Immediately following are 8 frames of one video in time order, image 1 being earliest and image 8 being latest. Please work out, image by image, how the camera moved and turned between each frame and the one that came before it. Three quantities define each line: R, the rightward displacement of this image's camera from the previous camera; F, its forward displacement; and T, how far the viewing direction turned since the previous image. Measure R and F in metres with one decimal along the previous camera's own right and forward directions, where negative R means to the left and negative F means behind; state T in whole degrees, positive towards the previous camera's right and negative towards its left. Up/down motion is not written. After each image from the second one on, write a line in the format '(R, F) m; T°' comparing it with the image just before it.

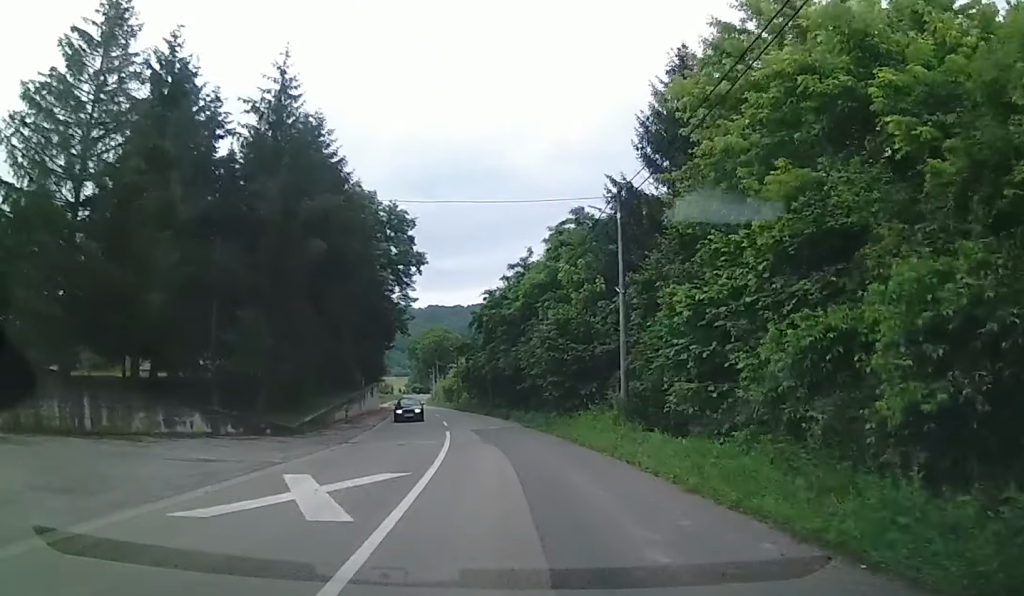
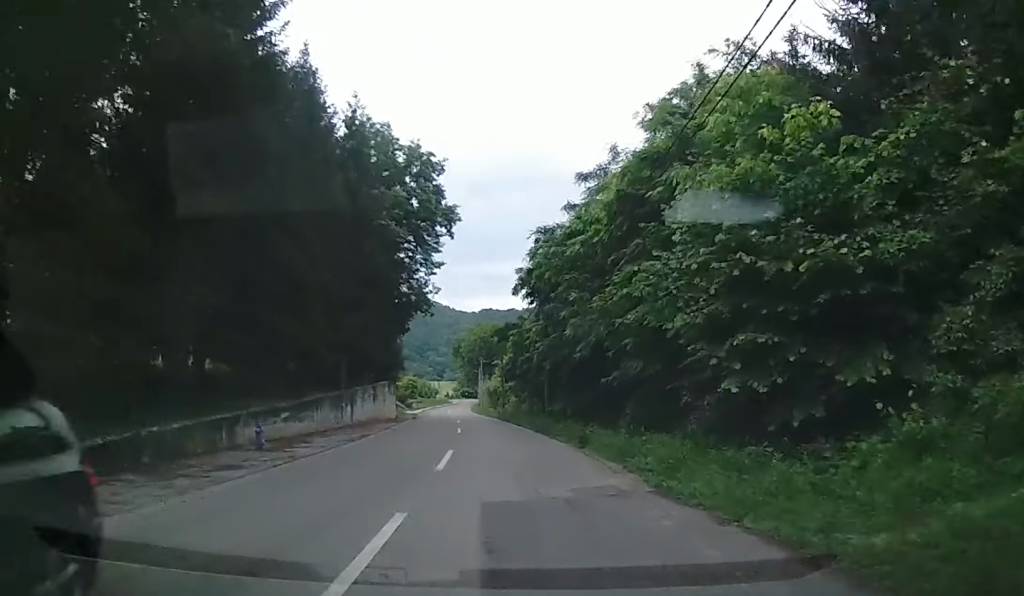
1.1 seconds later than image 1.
(-0.1, +19.5) m; -1°
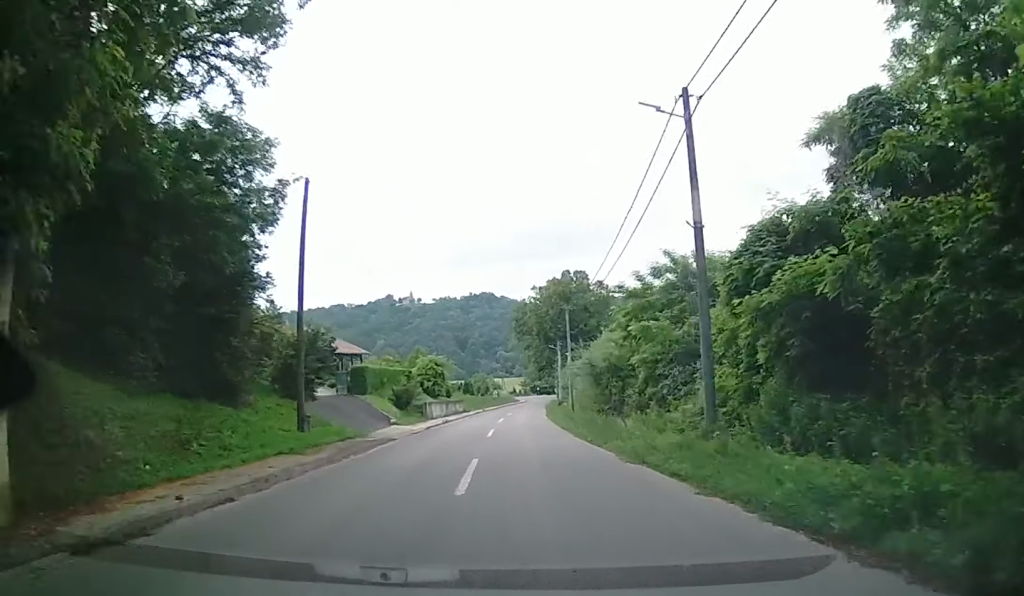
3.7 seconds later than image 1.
(-3.6, +47.0) m; -8°
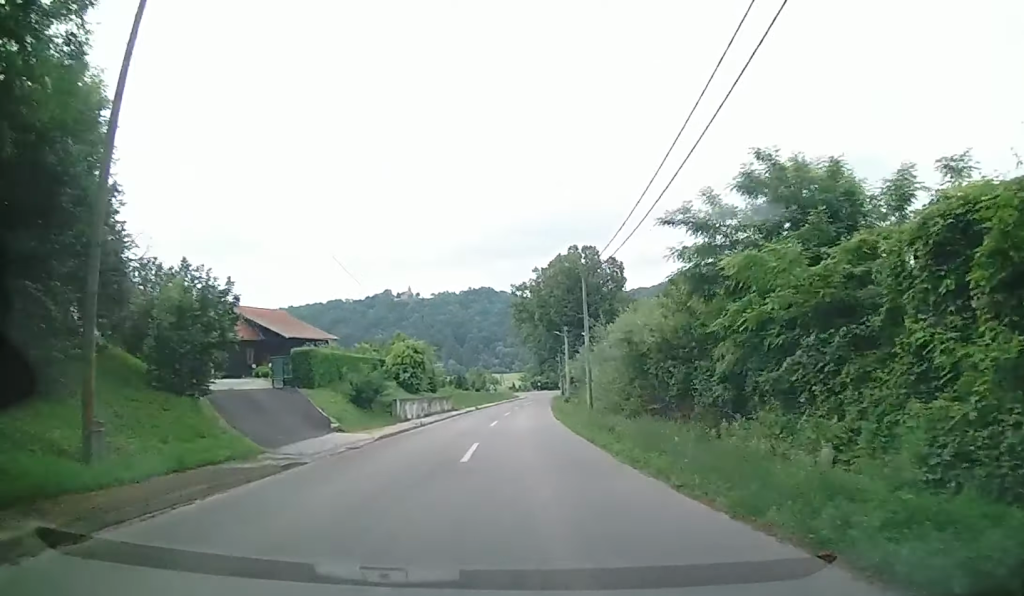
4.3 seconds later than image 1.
(+0.1, +10.8) m; -1°
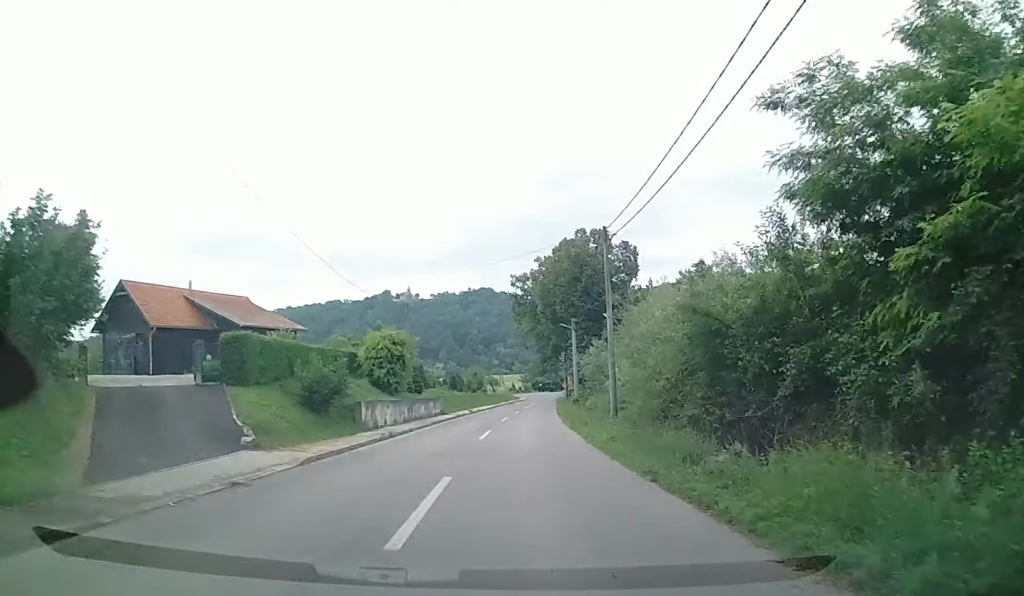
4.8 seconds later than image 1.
(-0.3, +7.7) m; 0°
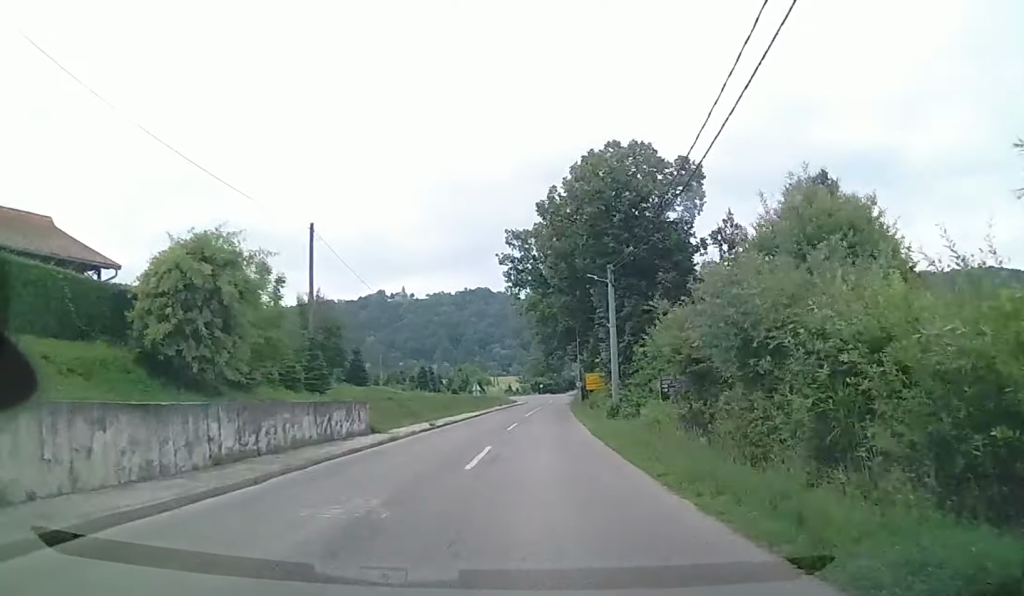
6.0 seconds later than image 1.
(+0.1, +22.5) m; +2°
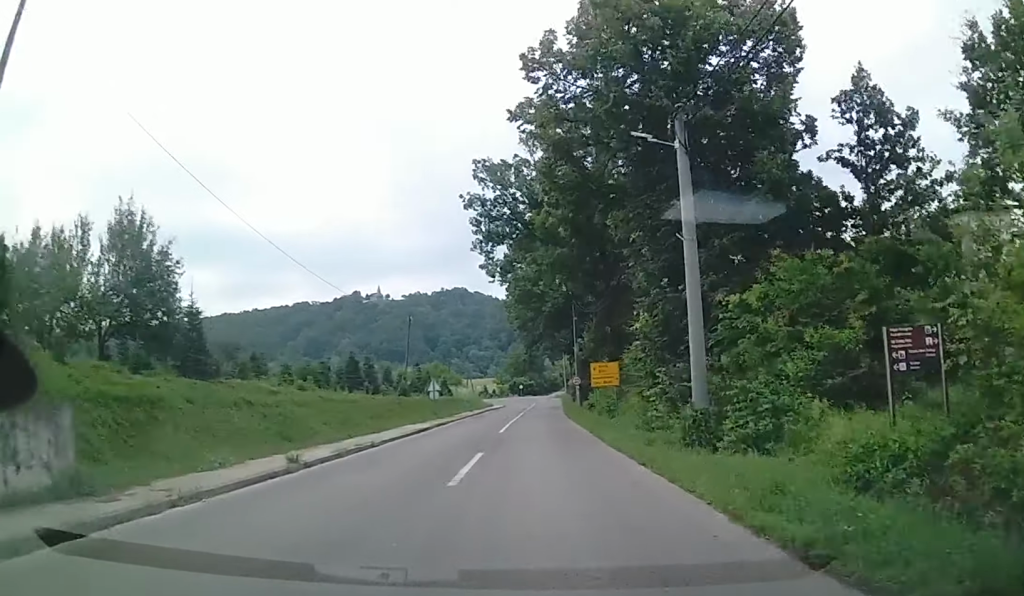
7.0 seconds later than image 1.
(+0.3, +17.3) m; +2°
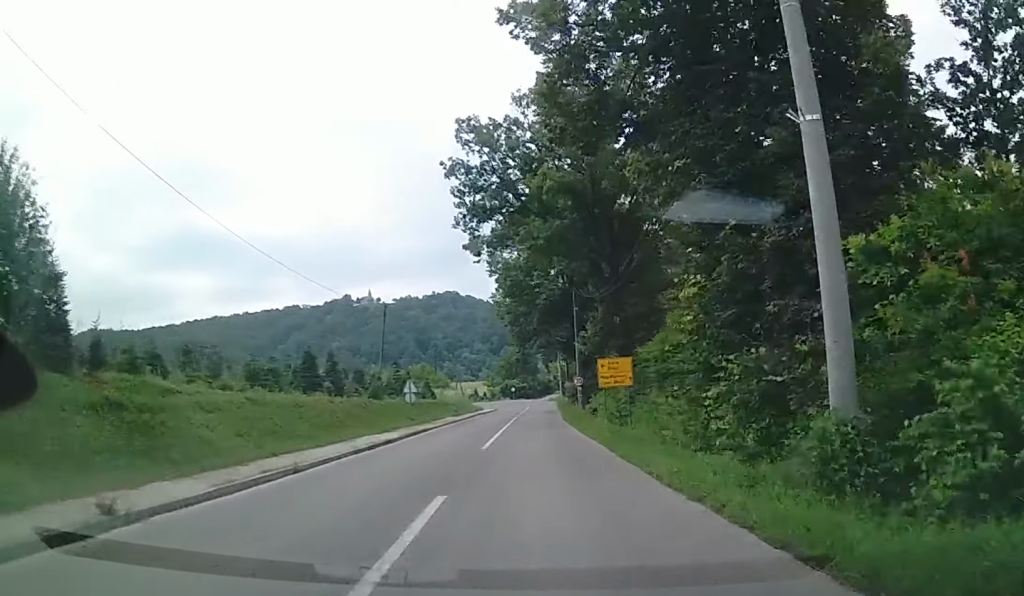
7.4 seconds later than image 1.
(0.0, +6.6) m; +1°
